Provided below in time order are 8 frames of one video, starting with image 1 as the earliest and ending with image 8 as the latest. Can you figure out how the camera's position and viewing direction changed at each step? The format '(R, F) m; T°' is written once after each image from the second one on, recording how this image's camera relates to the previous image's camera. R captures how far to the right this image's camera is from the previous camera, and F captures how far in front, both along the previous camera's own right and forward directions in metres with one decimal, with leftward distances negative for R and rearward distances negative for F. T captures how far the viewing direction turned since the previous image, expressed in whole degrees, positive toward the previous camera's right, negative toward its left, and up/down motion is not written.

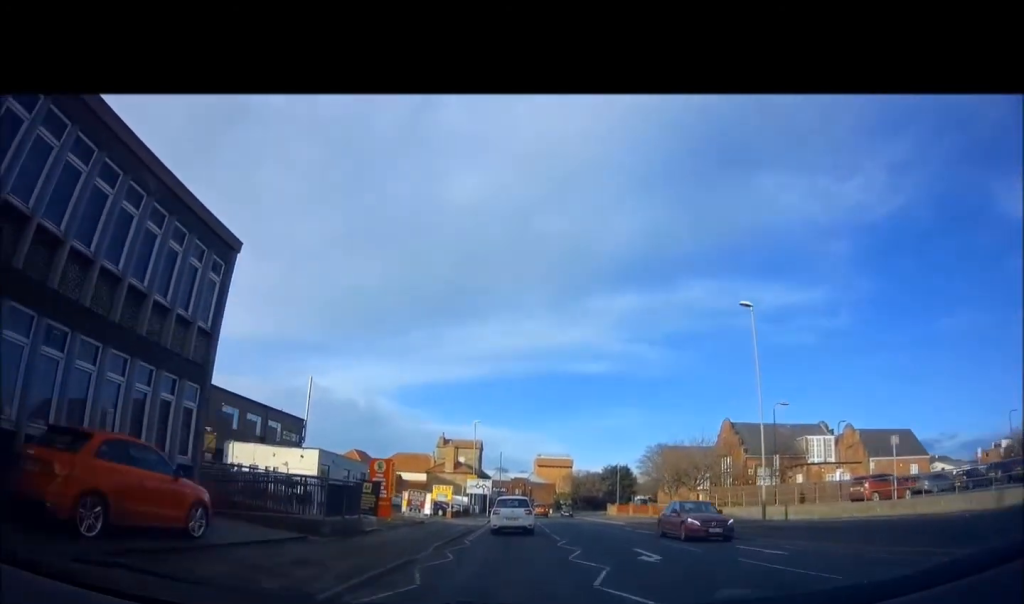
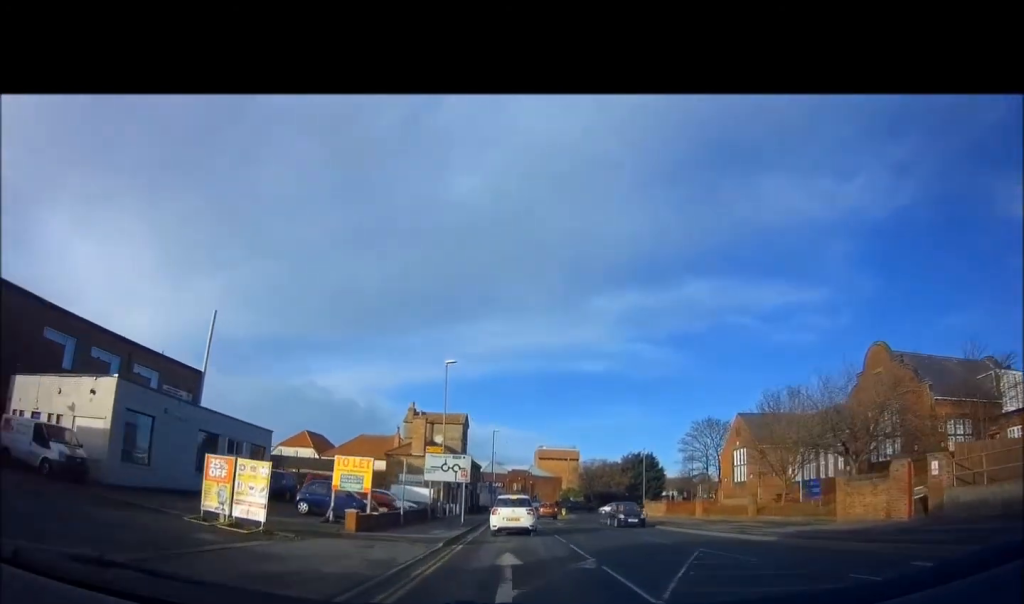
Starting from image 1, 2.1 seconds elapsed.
(-0.1, +23.6) m; -1°
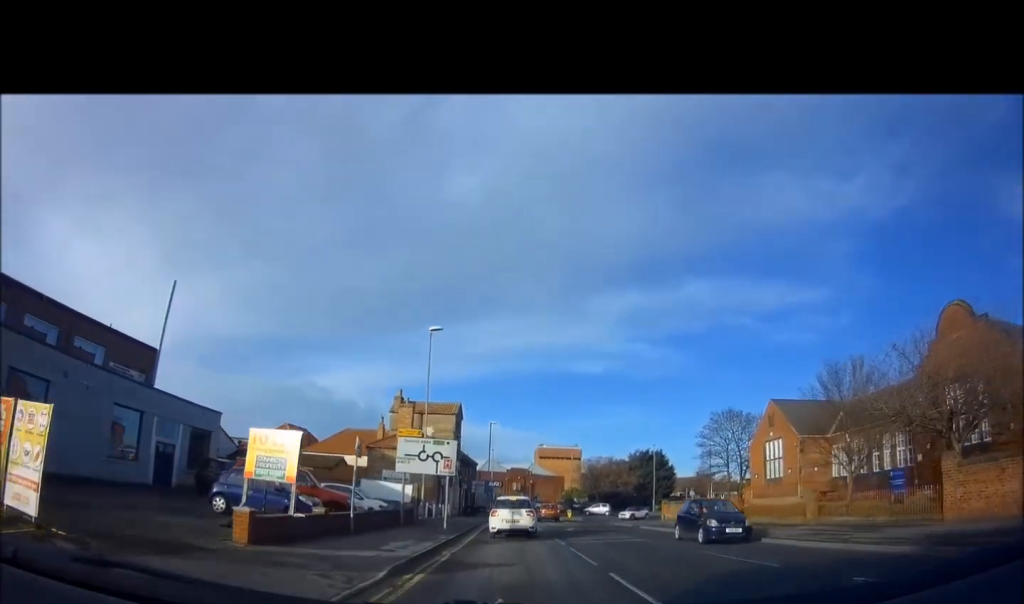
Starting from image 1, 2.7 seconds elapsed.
(0.0, +6.7) m; 0°
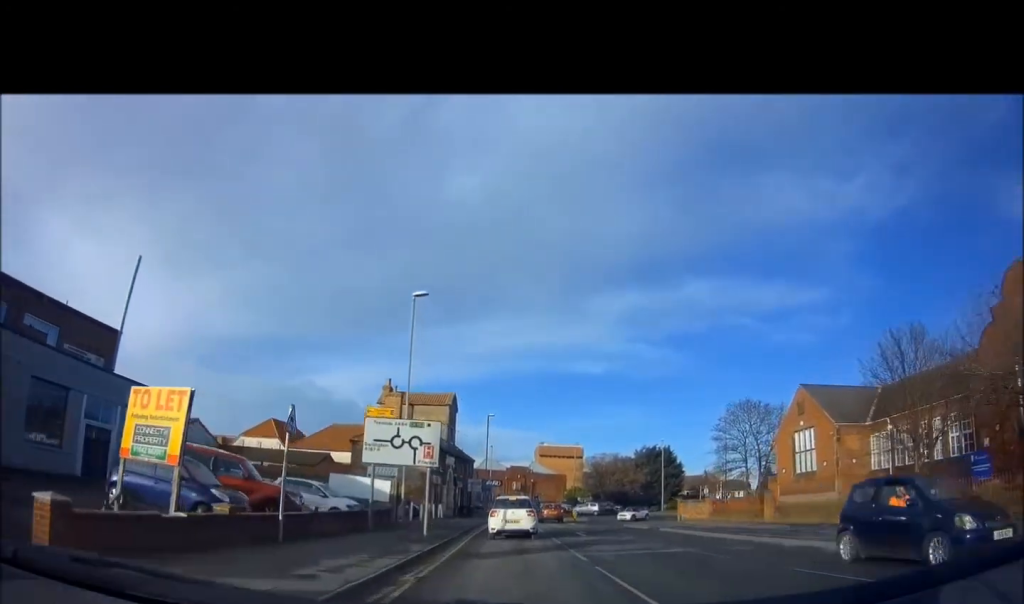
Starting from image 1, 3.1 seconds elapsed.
(0.0, +4.7) m; 0°
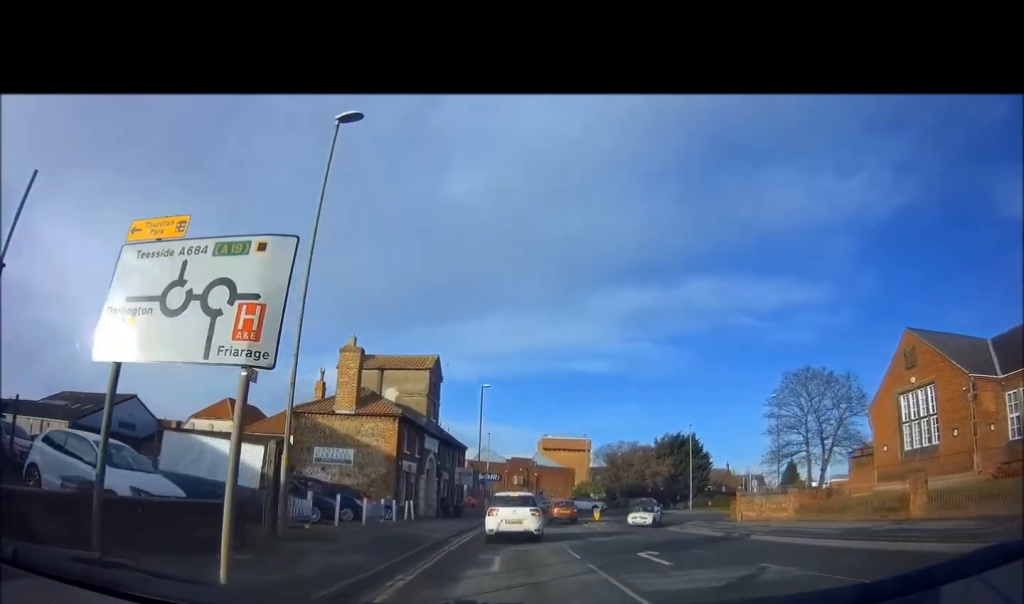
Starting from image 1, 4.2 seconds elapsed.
(0.0, +11.7) m; +1°
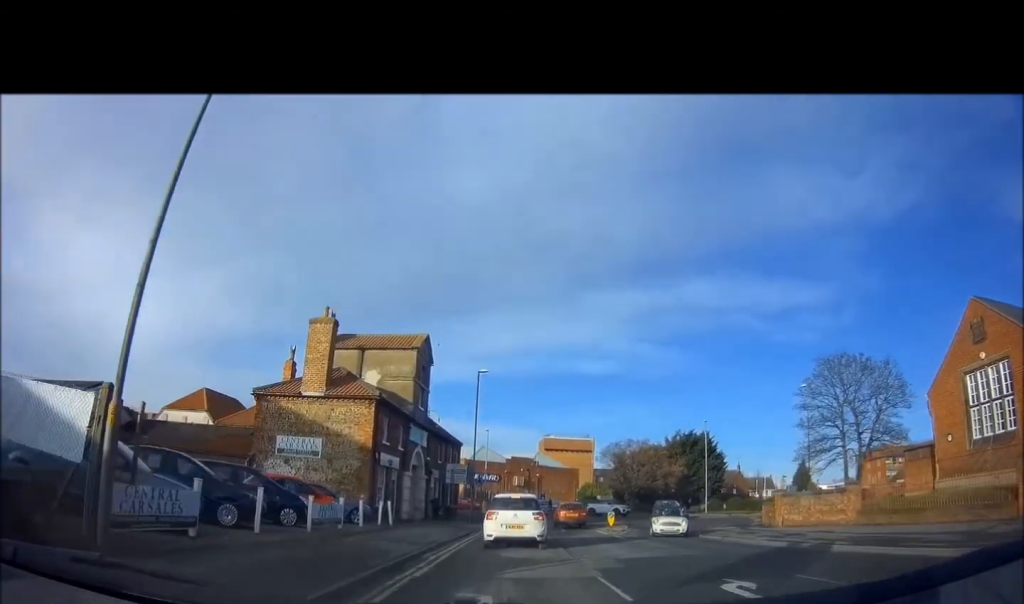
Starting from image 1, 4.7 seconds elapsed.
(0.0, +5.4) m; +1°
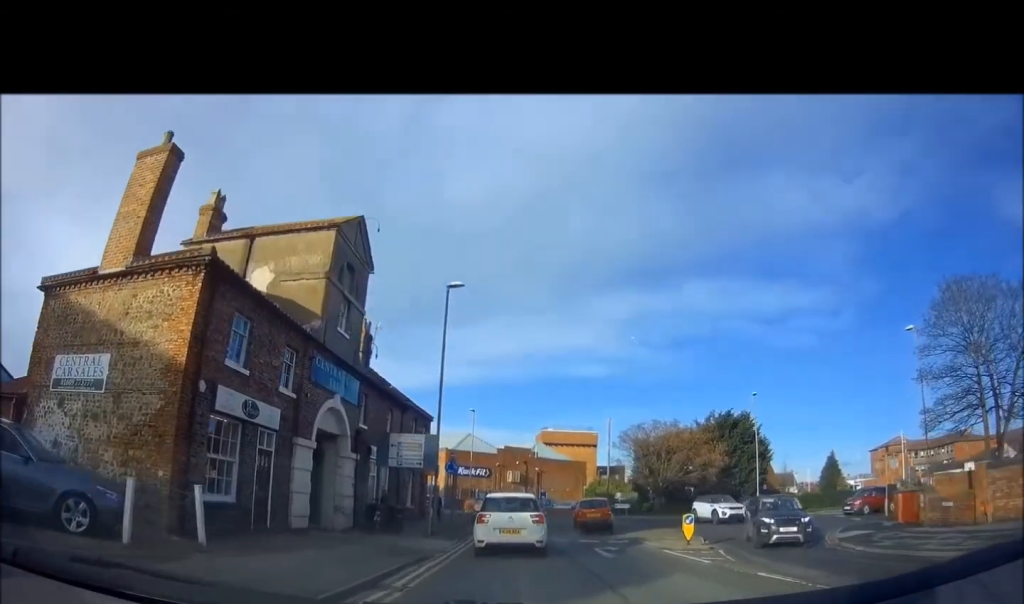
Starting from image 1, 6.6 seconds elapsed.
(+0.1, +15.4) m; 0°
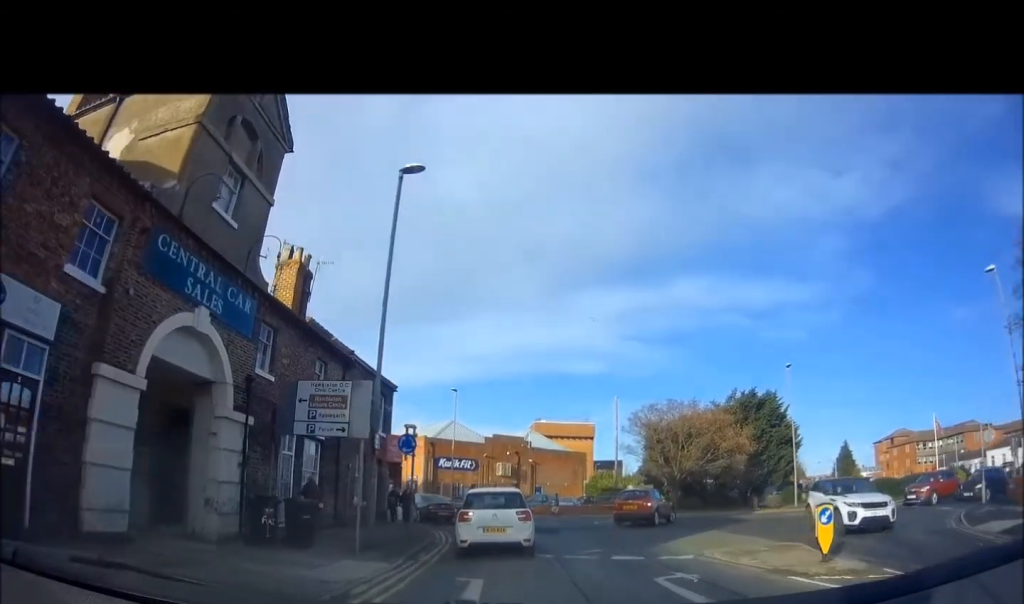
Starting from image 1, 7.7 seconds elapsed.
(0.0, +7.7) m; 0°
